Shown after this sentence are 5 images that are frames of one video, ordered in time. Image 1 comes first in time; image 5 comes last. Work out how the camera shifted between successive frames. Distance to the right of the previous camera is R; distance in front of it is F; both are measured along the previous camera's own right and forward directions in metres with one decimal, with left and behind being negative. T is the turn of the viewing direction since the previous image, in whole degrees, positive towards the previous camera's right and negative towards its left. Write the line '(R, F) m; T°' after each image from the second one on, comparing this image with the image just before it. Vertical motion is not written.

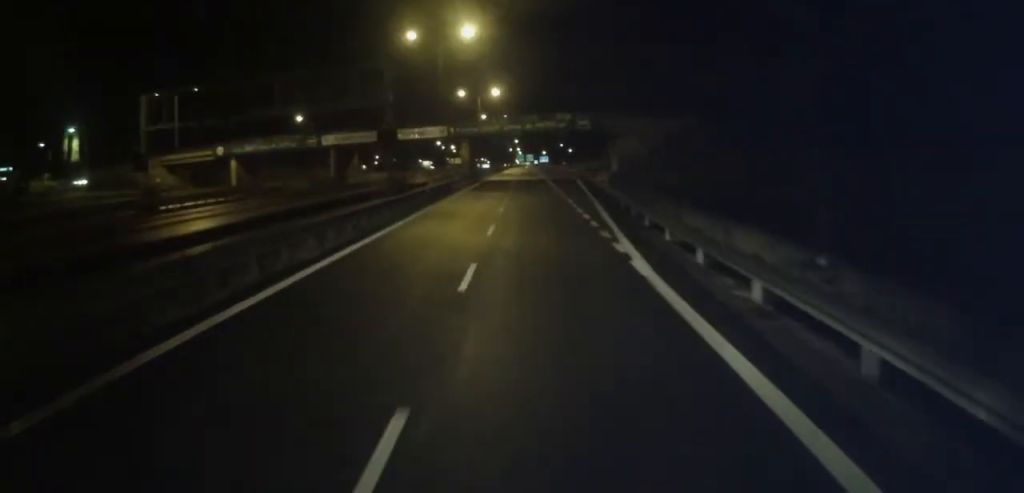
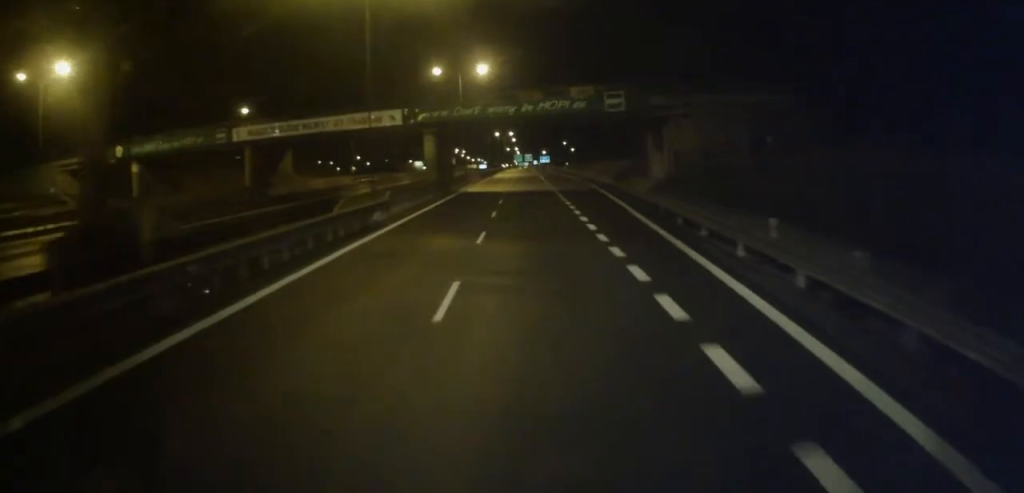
(-0.2, +28.0) m; 0°
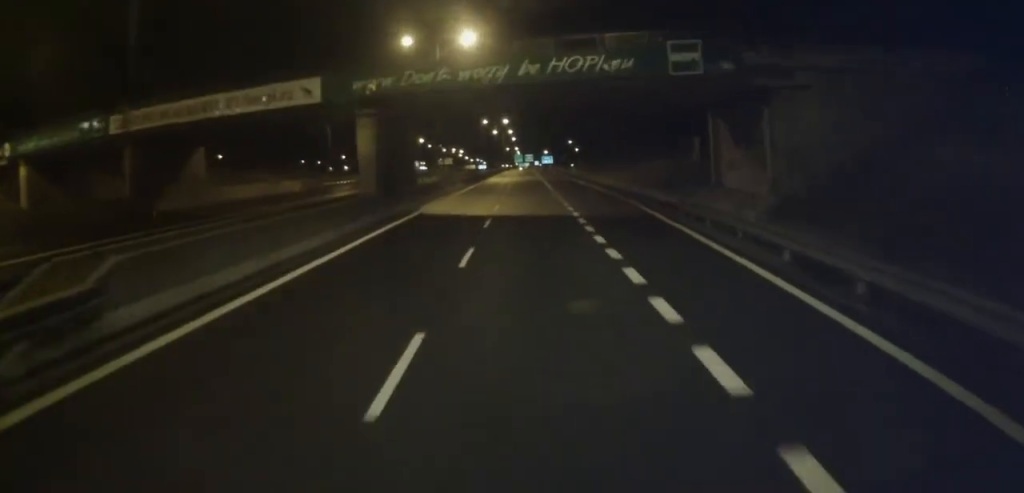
(+0.2, +20.8) m; +1°
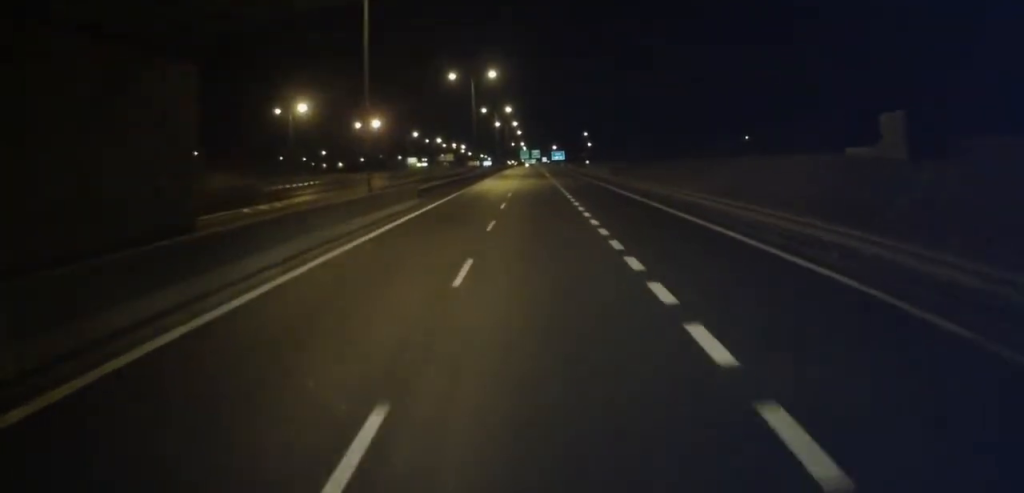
(0.0, +28.7) m; -1°
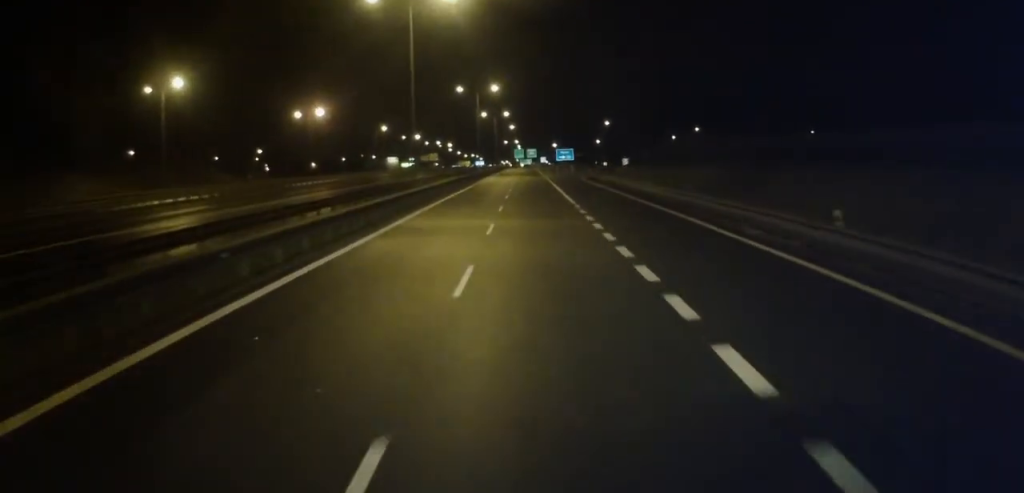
(-0.5, +45.5) m; 0°
